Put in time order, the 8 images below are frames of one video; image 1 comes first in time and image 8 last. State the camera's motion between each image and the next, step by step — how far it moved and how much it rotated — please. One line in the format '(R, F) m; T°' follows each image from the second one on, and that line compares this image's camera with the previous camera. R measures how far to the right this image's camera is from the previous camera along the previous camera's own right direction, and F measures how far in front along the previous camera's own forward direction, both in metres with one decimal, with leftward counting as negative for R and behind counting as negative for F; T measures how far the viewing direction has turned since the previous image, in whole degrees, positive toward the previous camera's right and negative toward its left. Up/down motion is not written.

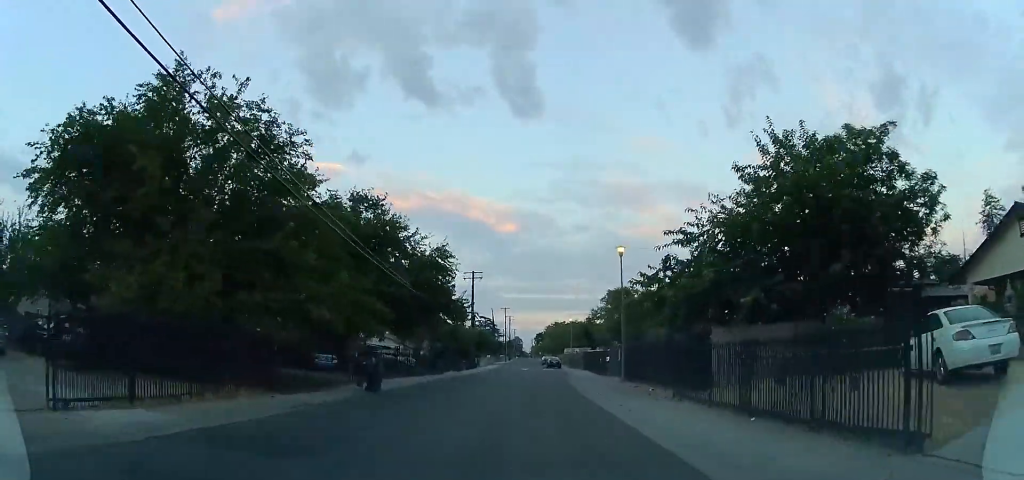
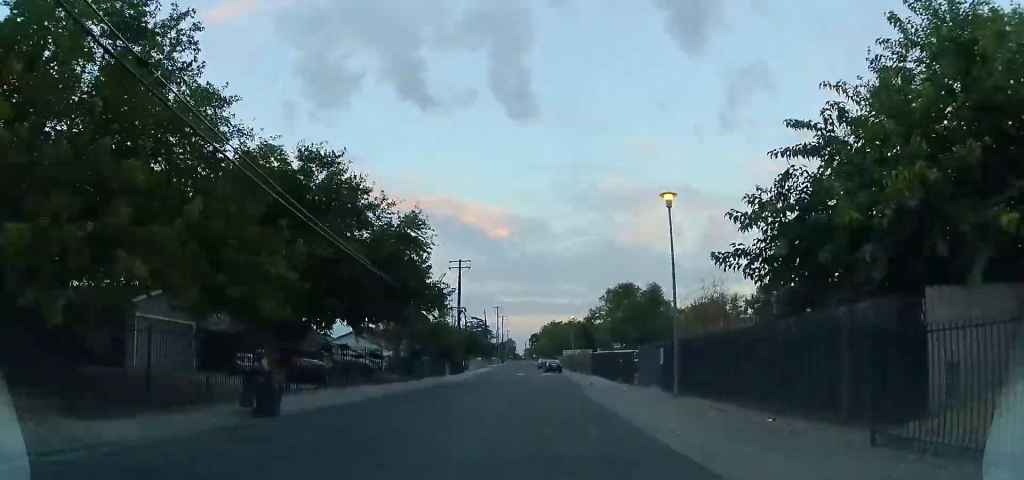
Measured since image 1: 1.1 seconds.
(0.0, +9.4) m; 0°
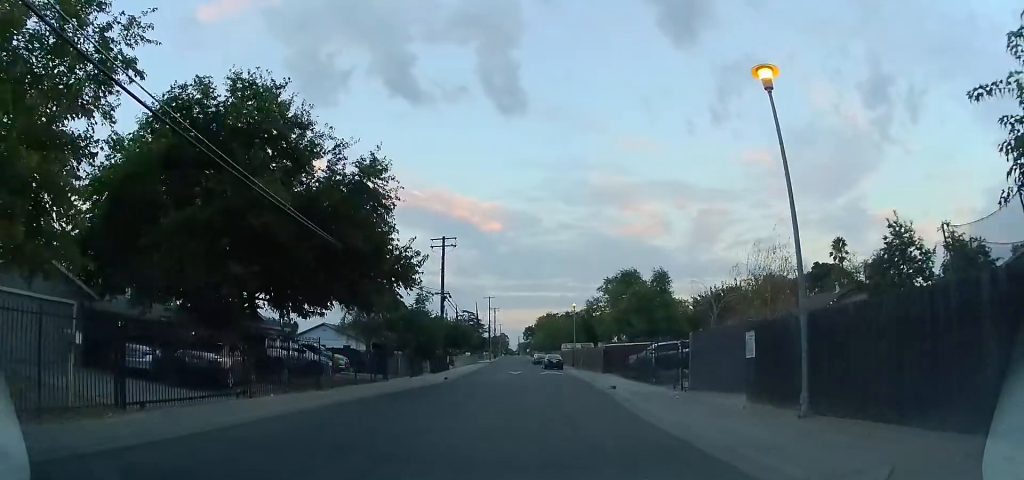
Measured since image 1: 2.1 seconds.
(0.0, +8.3) m; 0°
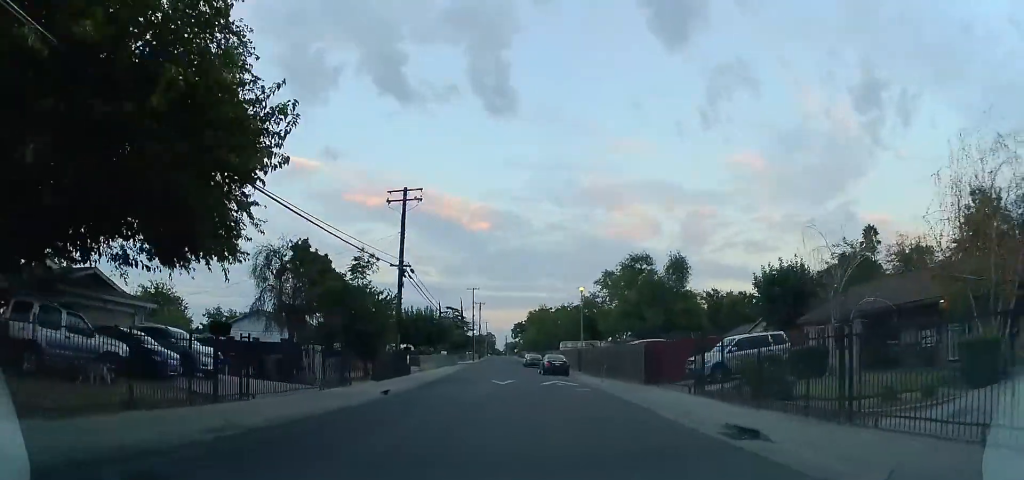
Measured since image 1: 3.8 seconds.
(0.0, +14.0) m; 0°
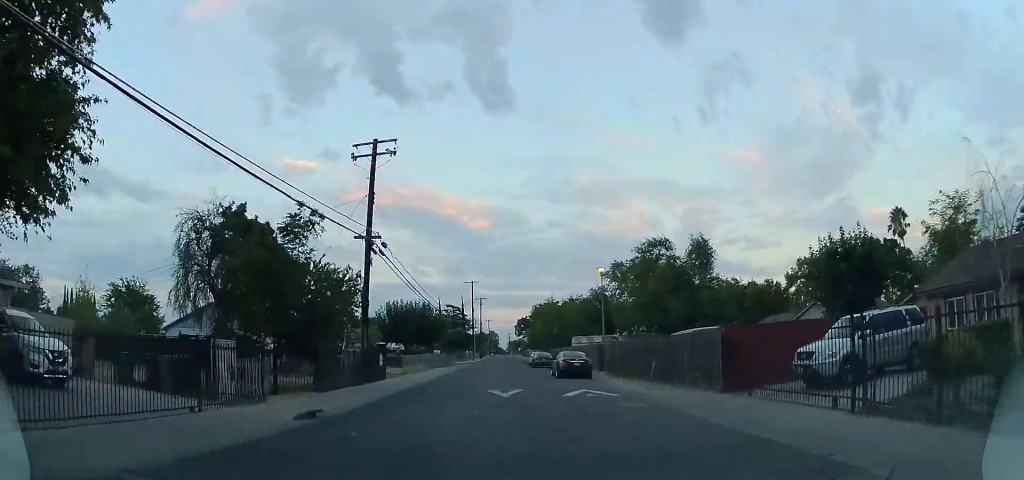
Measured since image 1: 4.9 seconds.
(0.0, +8.7) m; 0°
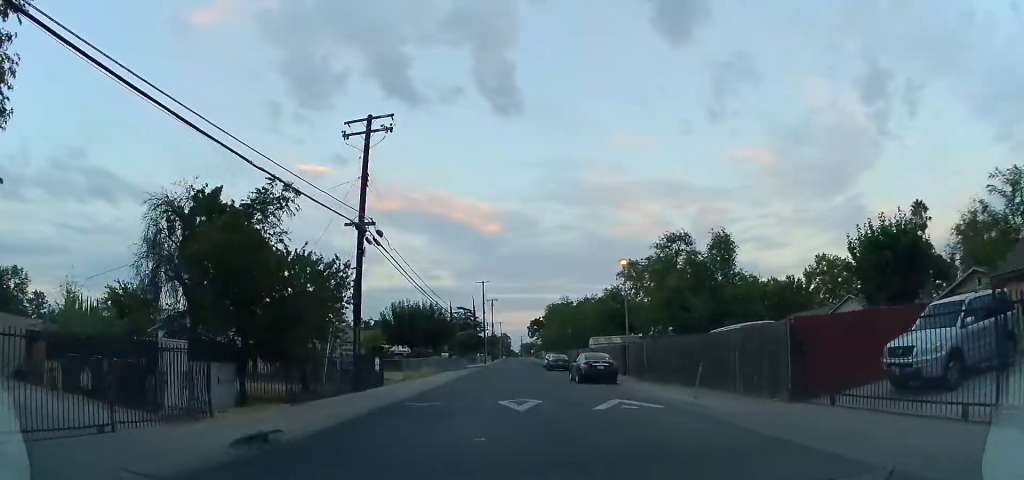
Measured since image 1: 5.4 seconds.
(0.0, +3.6) m; 0°
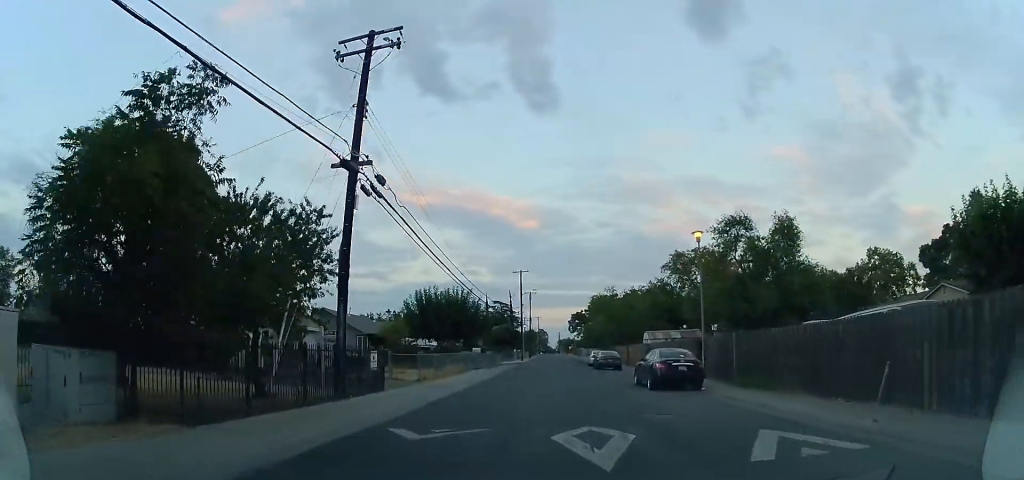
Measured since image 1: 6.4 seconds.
(0.0, +7.4) m; 0°
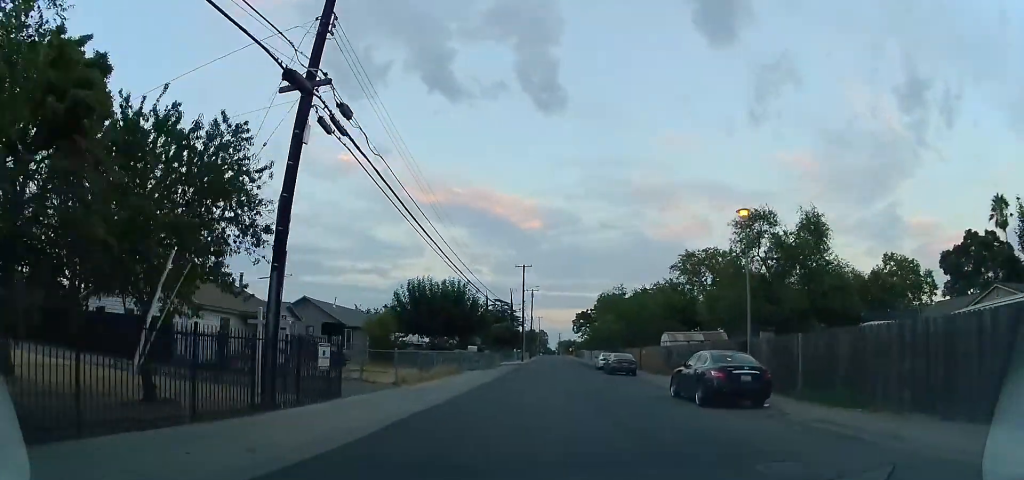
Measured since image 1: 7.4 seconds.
(0.0, +5.4) m; 0°
